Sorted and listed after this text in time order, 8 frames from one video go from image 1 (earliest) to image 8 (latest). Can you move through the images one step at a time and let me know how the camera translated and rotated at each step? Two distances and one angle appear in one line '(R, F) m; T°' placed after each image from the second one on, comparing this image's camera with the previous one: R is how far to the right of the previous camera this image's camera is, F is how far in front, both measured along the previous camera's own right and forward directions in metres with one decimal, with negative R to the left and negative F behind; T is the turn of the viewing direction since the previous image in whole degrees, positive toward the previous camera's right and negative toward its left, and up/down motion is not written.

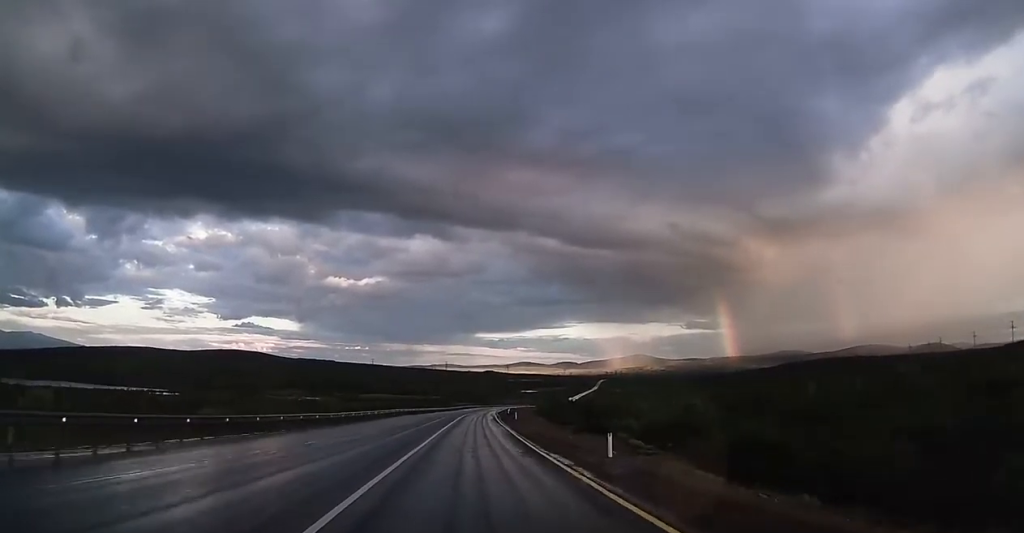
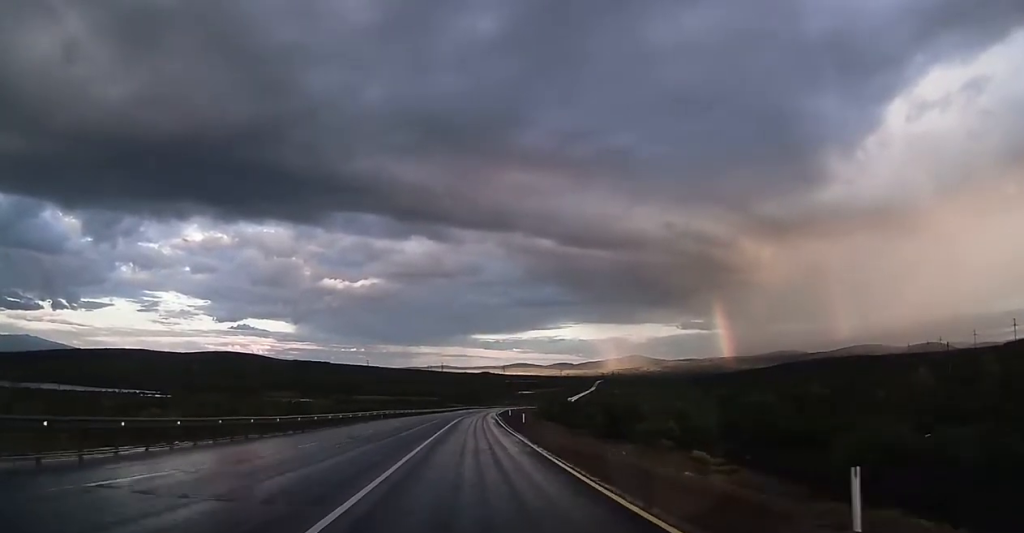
(0.0, +12.5) m; 0°
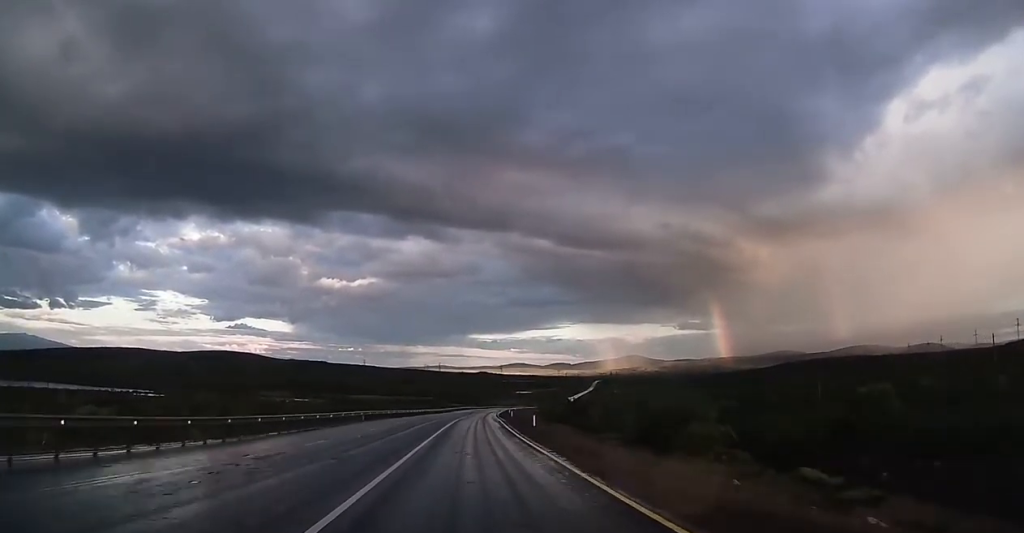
(0.0, +10.9) m; 0°
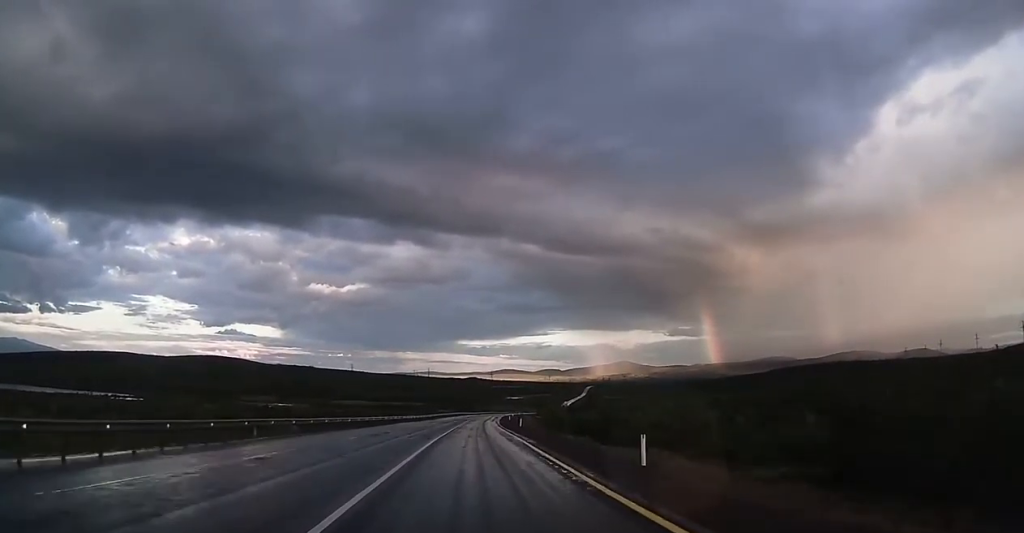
(+0.3, +28.9) m; +1°
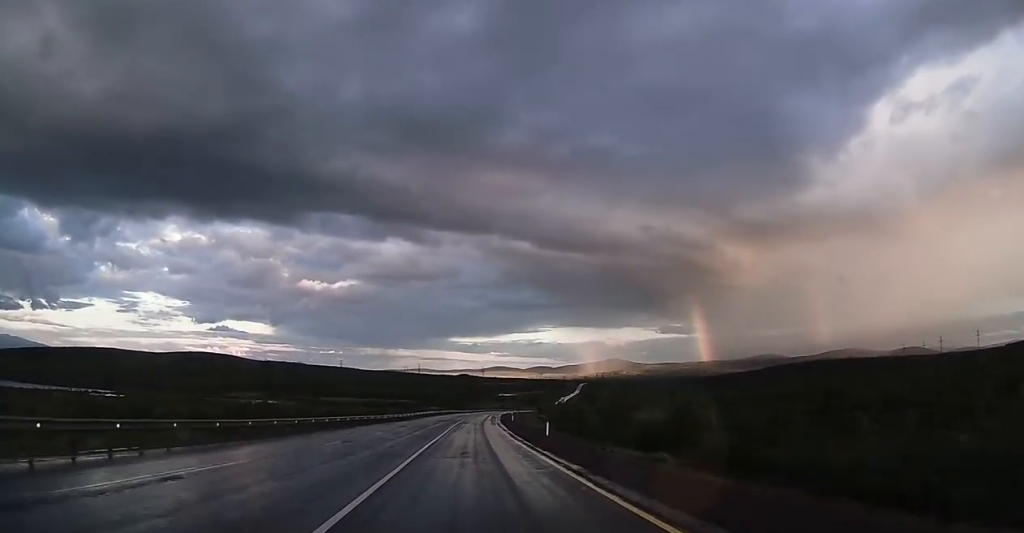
(+0.3, +26.6) m; +1°
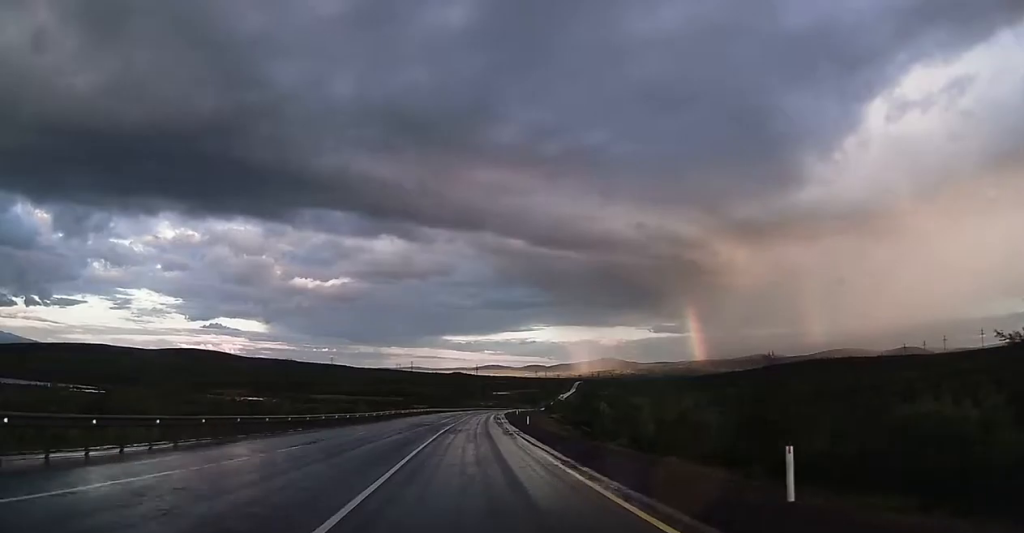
(+0.2, +28.9) m; +1°
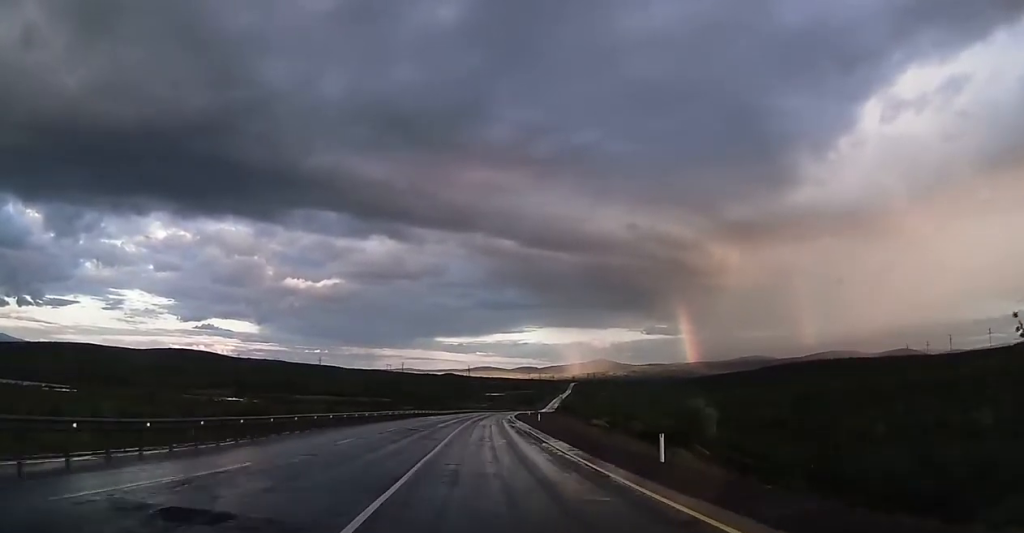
(+0.2, +41.0) m; +1°
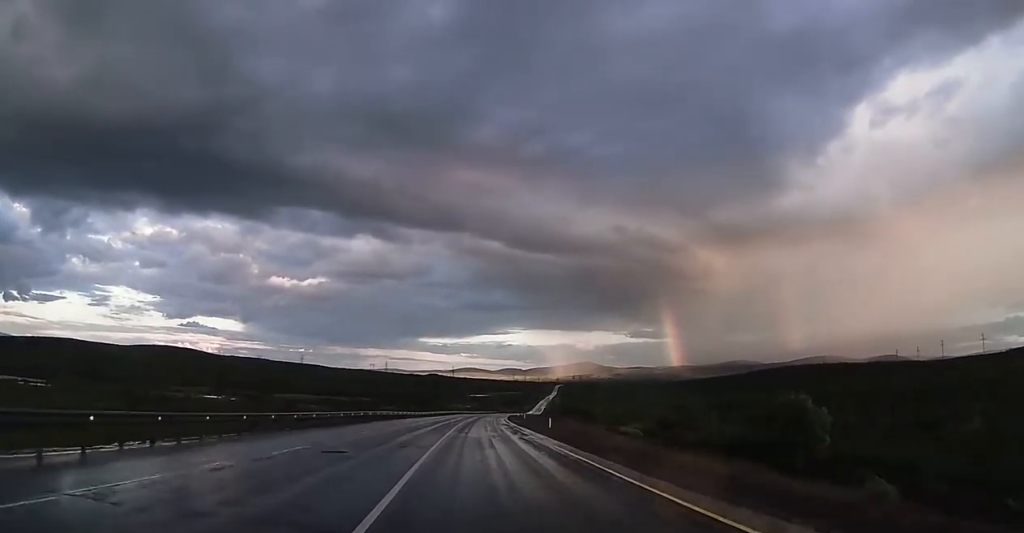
(+0.1, +18.9) m; +1°
